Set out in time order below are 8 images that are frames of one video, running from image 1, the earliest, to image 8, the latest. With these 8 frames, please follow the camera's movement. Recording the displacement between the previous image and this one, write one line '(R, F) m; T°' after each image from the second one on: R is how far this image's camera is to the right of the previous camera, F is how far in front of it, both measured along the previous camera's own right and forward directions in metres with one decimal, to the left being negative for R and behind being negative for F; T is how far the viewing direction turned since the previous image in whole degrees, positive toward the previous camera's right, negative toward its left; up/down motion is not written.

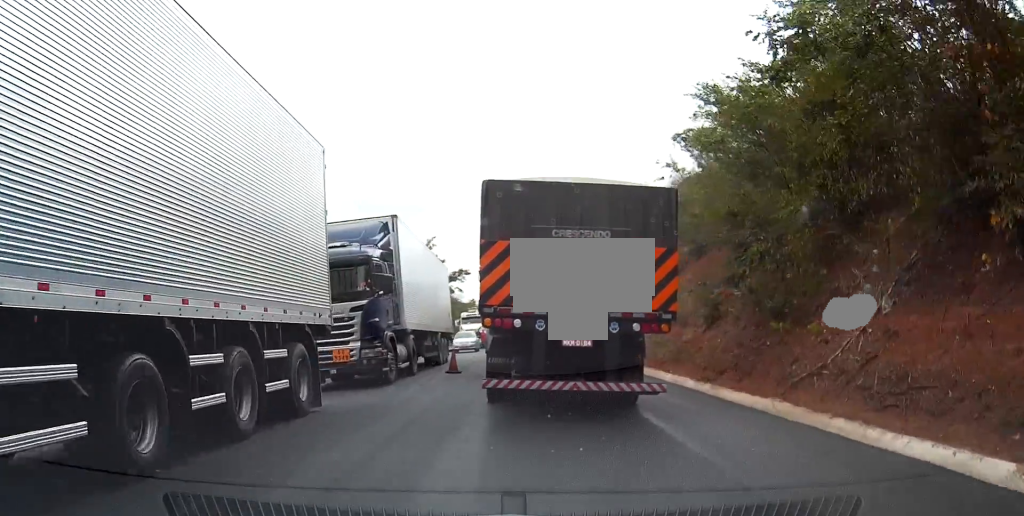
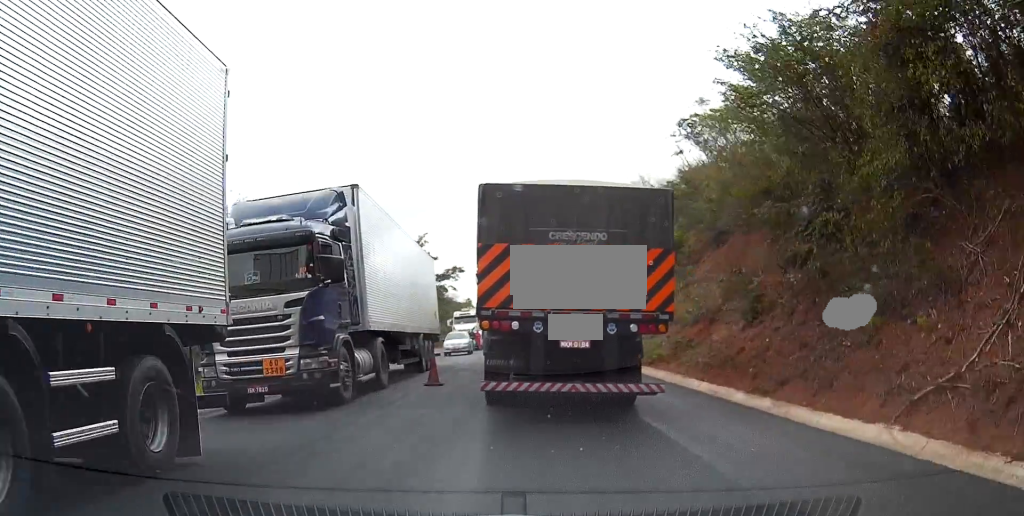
(+0.1, +4.6) m; +1°
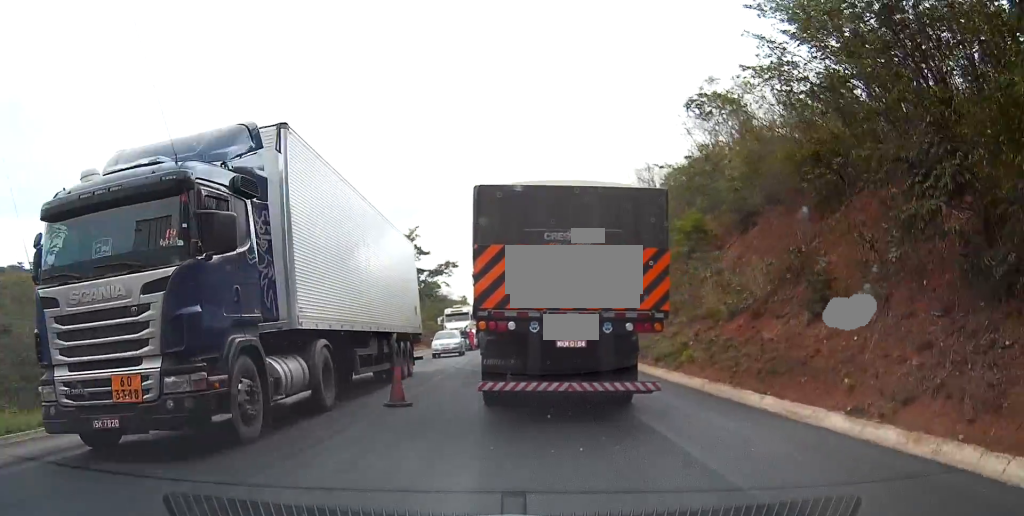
(+0.1, +4.9) m; +1°
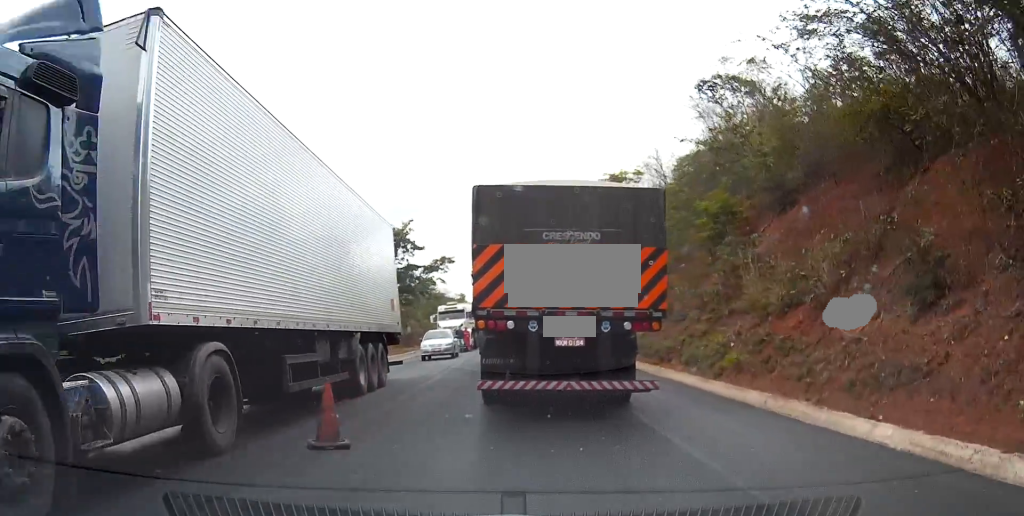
(0.0, +4.6) m; 0°
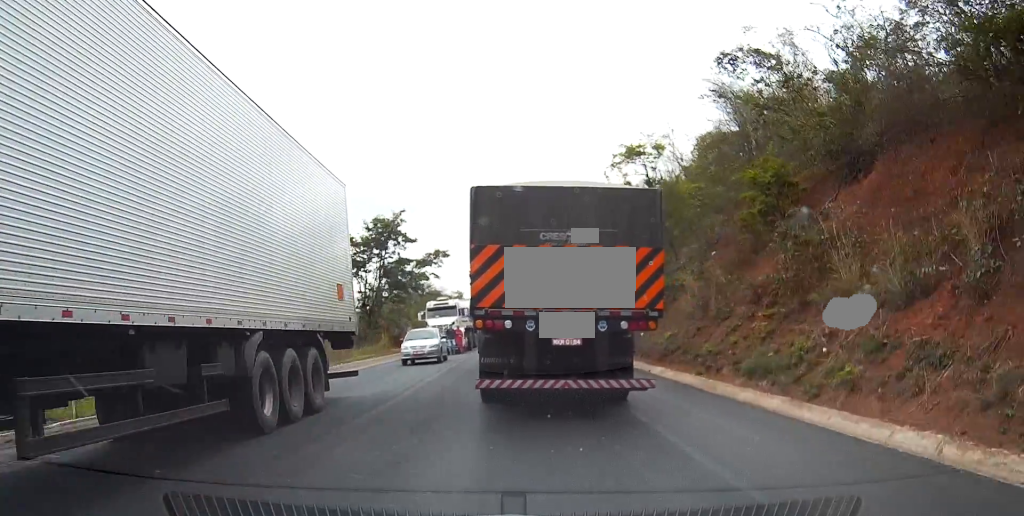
(+0.1, +6.0) m; 0°
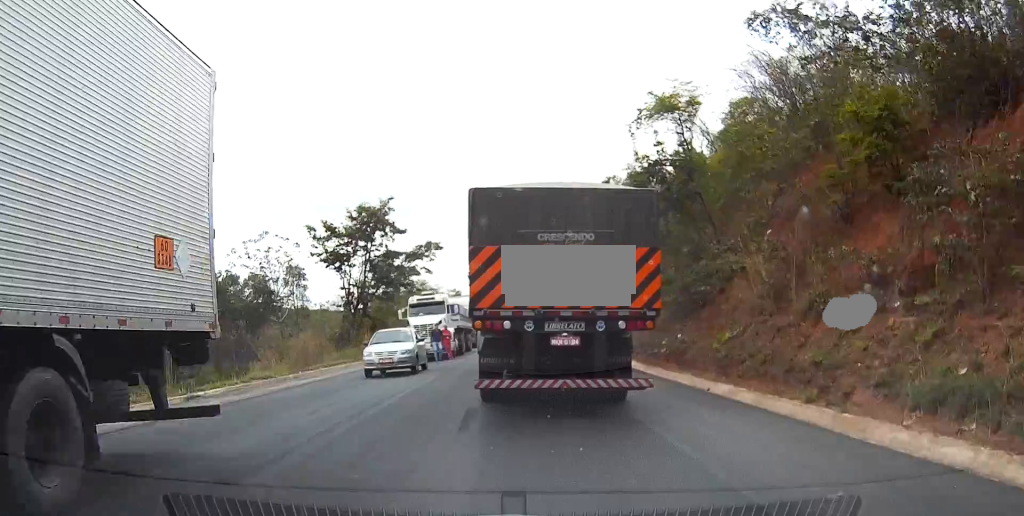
(-0.1, +7.4) m; 0°
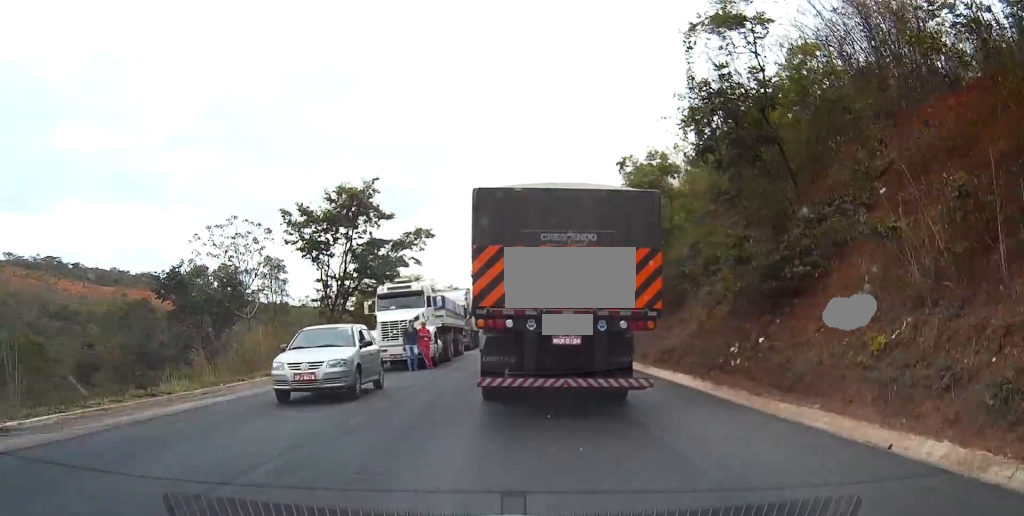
(0.0, +8.5) m; +1°
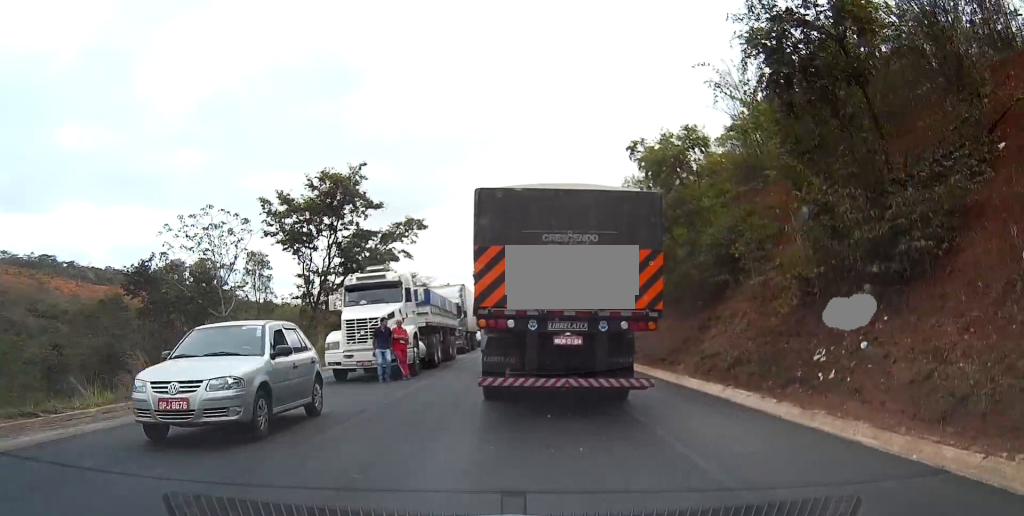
(+0.1, +5.4) m; +1°
